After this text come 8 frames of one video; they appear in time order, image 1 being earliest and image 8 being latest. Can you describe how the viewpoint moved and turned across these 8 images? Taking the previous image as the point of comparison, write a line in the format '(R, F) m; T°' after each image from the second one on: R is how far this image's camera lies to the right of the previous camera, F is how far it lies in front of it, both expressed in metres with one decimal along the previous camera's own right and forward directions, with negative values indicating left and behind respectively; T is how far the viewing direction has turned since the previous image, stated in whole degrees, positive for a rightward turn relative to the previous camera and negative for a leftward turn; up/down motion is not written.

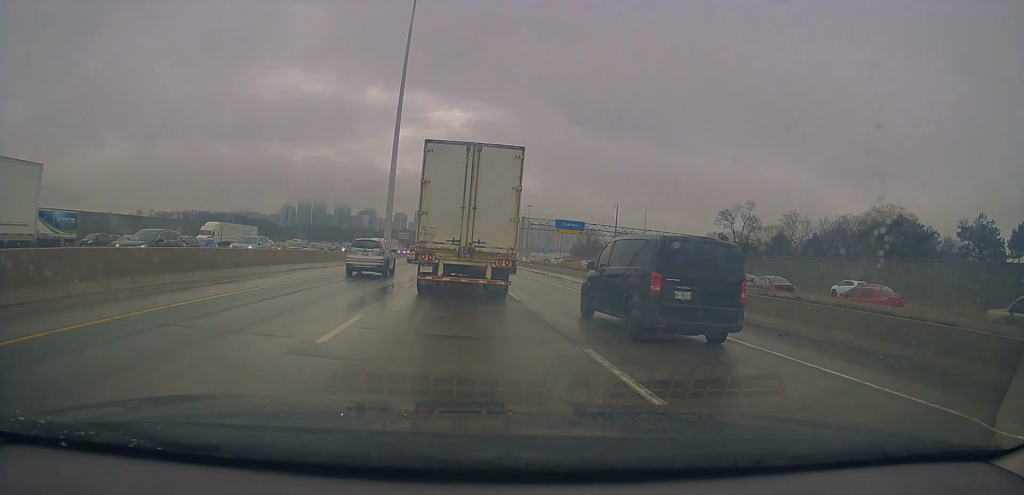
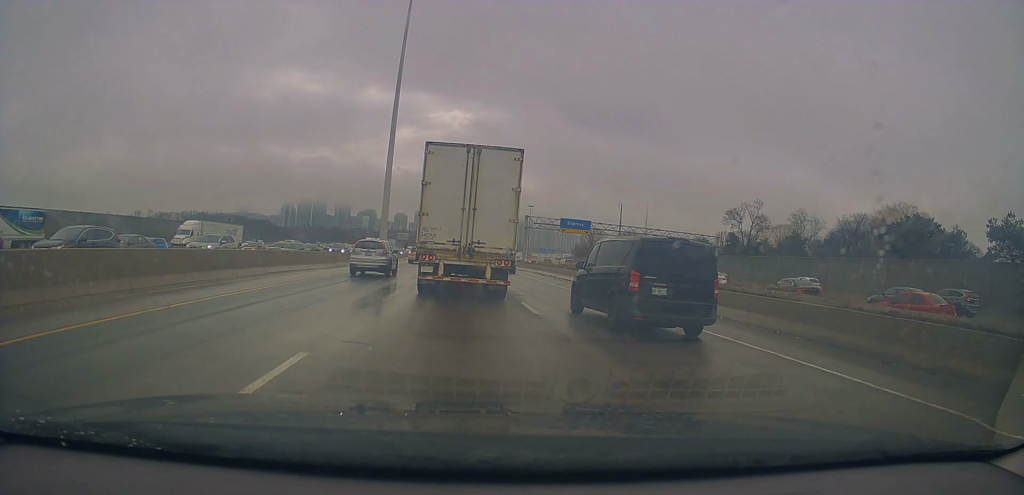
(+0.2, +4.1) m; +1°
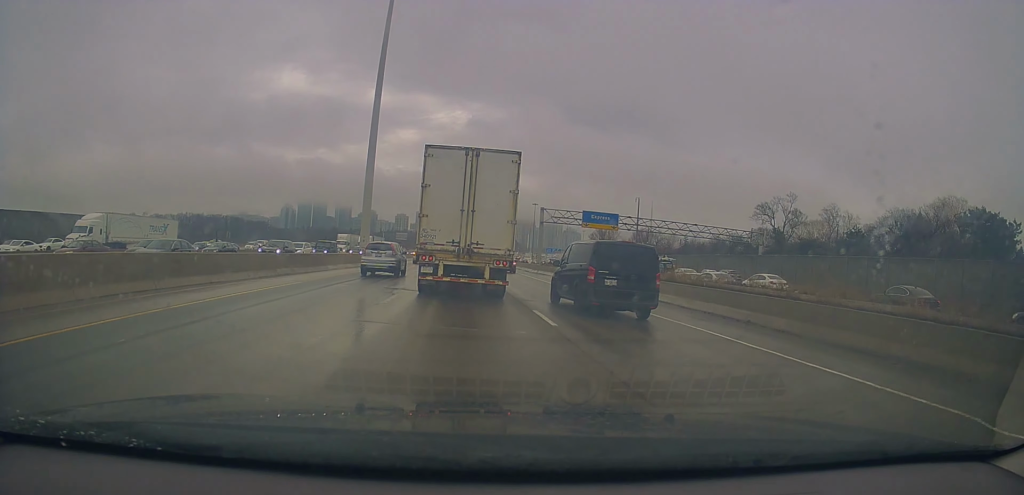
(+0.3, +13.8) m; -2°
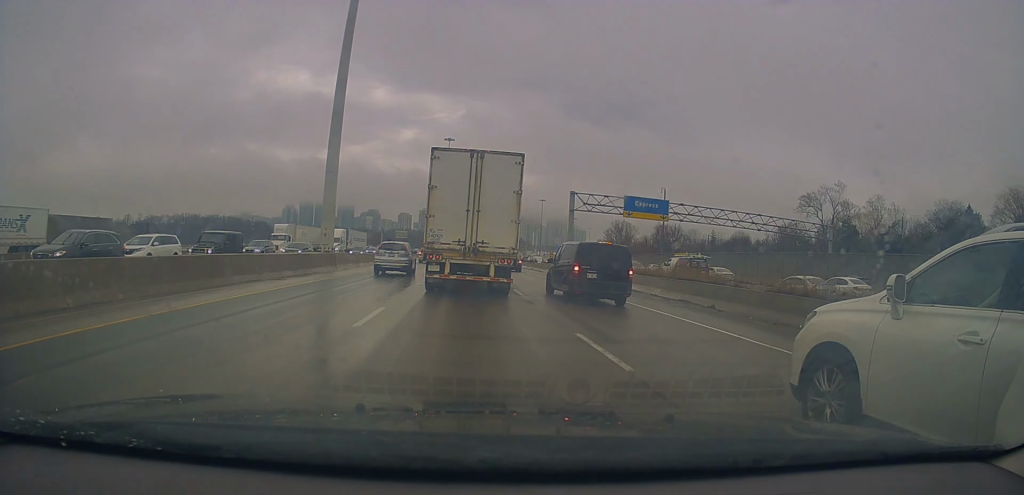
(-0.2, +16.8) m; 0°
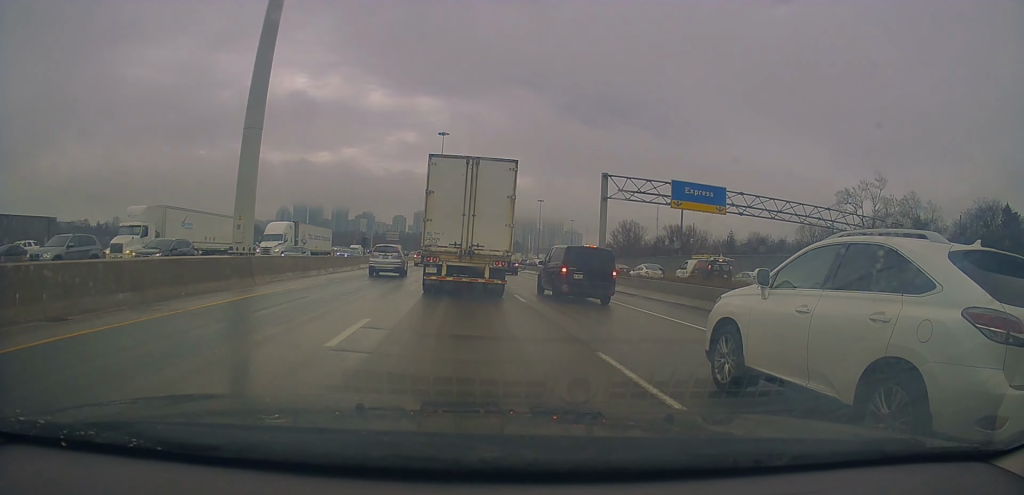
(+0.2, +13.8) m; +1°
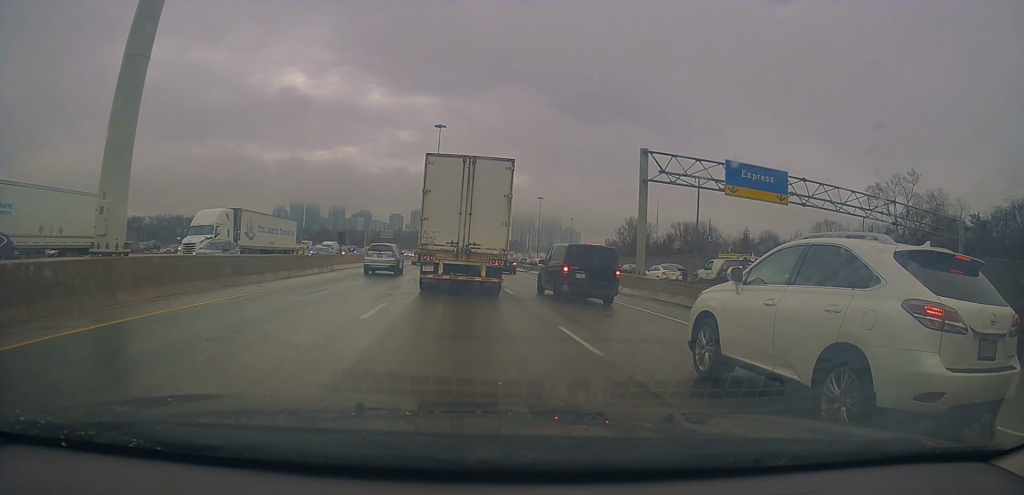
(+0.1, +9.2) m; +2°
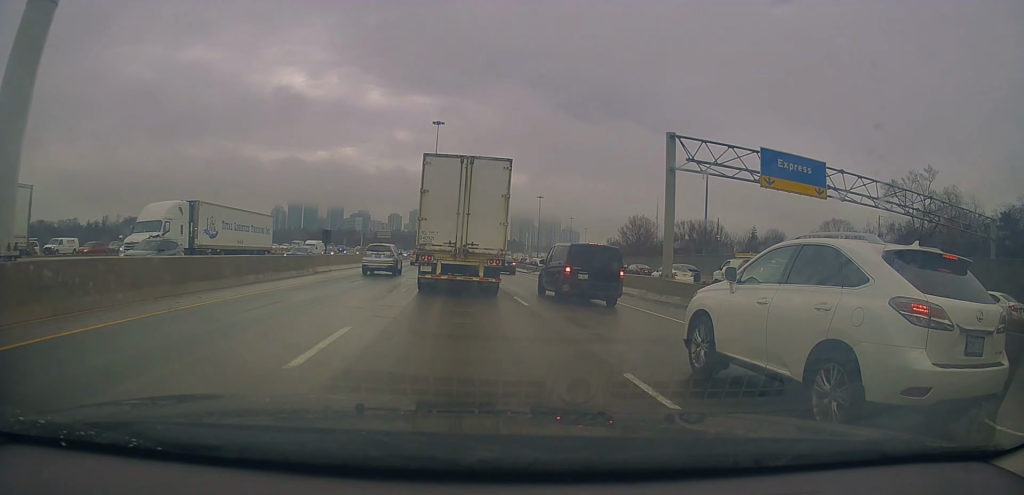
(+0.2, +4.2) m; +1°
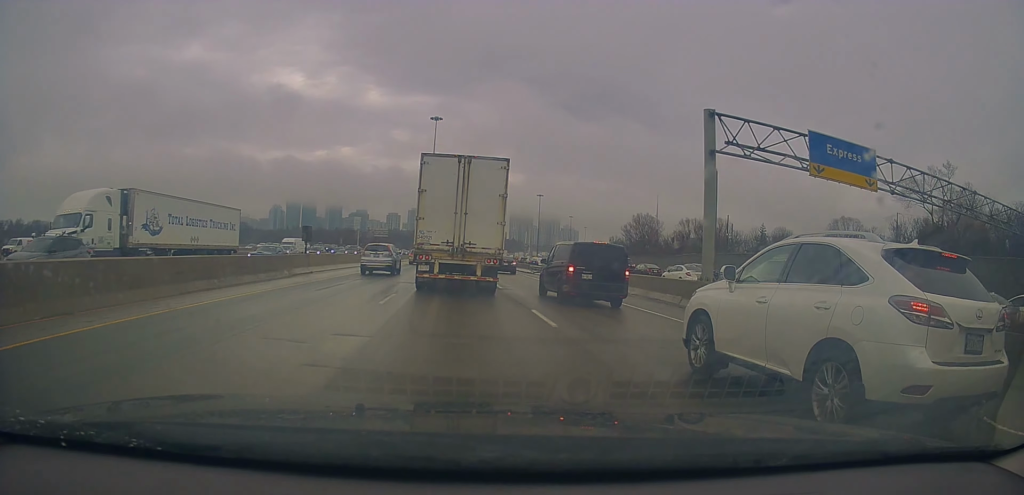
(-0.1, +4.8) m; -1°
